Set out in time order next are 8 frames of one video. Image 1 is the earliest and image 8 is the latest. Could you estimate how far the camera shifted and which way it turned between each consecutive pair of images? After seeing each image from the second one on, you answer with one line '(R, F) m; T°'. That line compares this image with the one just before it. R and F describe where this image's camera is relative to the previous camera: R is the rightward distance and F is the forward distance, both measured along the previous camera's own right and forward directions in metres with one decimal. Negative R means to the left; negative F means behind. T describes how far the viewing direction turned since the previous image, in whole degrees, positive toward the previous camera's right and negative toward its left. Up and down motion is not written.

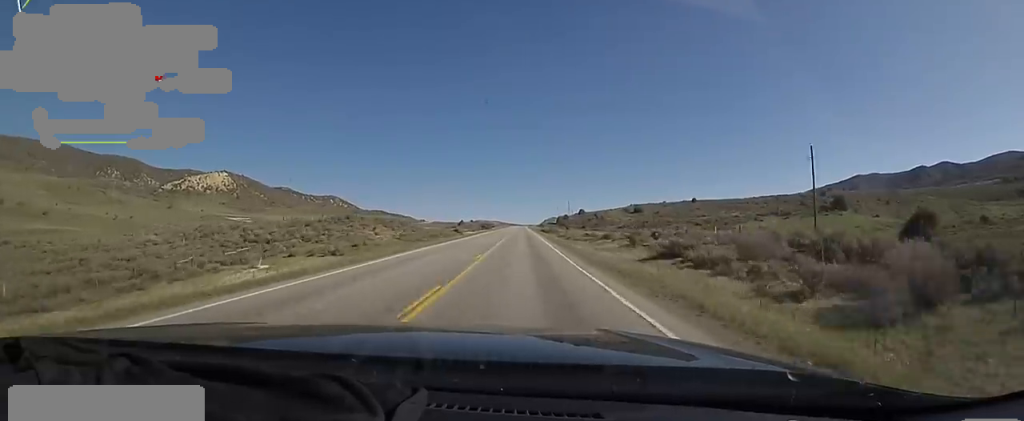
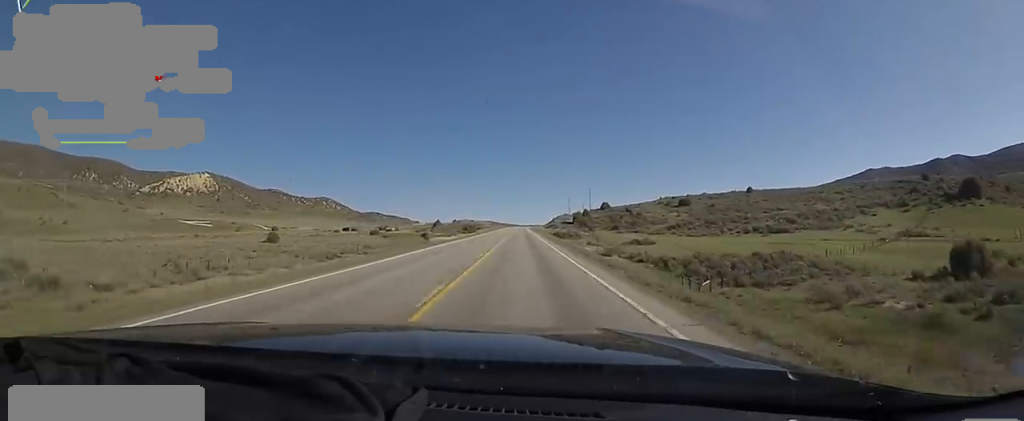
(+0.8, +74.5) m; -1°
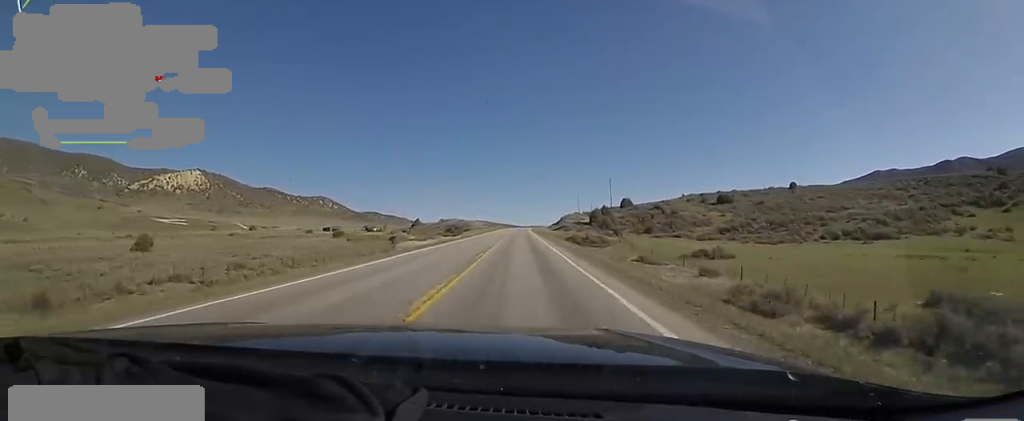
(-0.2, +37.2) m; 0°
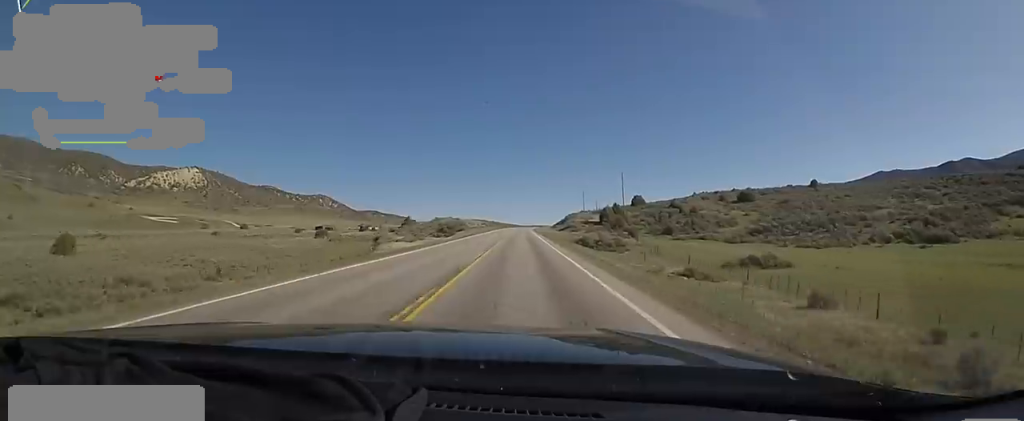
(0.0, +13.7) m; 0°
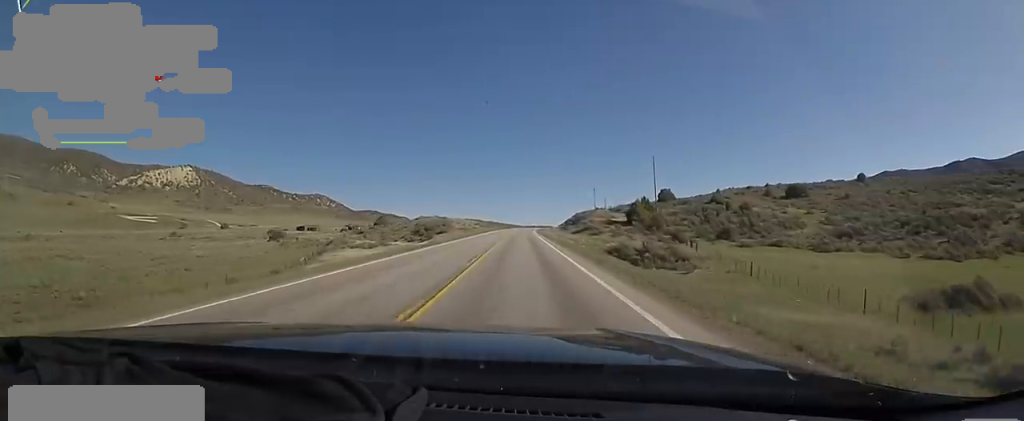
(0.0, +26.2) m; +1°
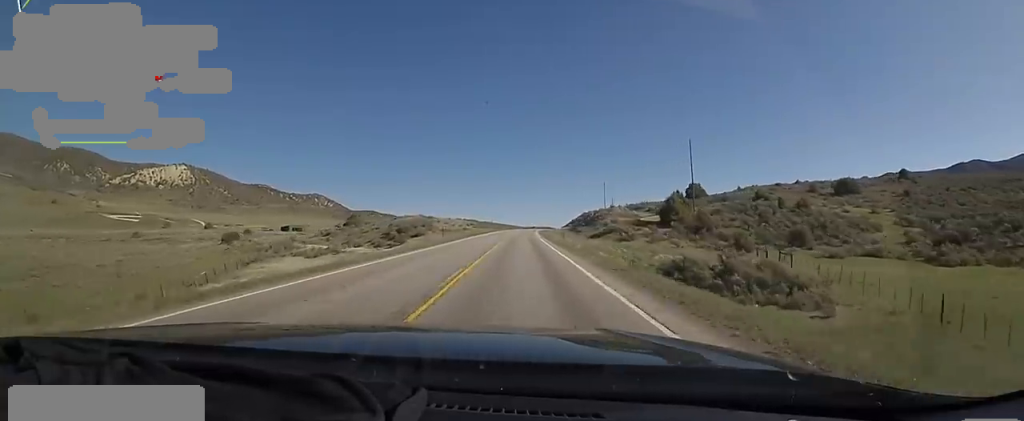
(-0.2, +18.8) m; +1°
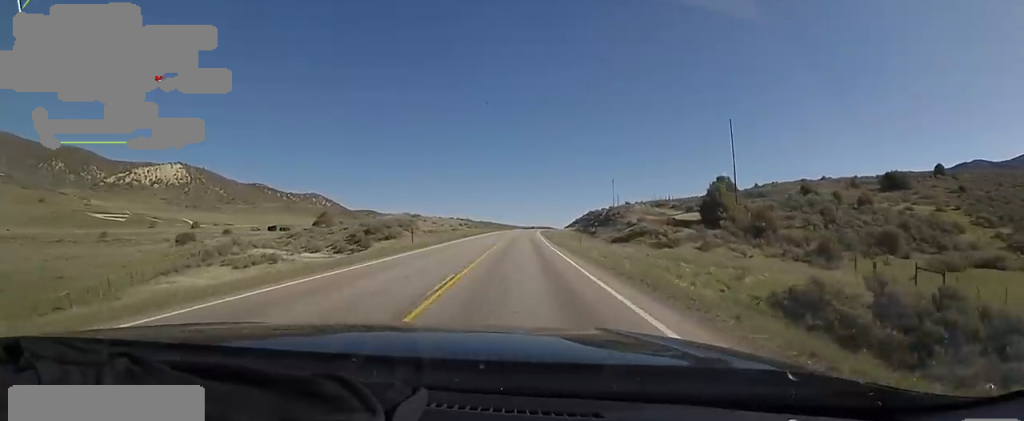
(+0.5, +13.5) m; 0°
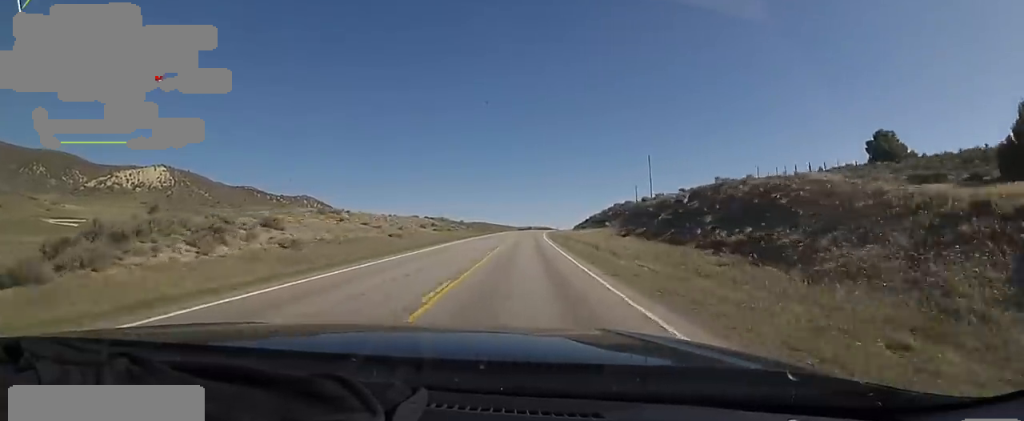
(-0.2, +38.3) m; 0°
